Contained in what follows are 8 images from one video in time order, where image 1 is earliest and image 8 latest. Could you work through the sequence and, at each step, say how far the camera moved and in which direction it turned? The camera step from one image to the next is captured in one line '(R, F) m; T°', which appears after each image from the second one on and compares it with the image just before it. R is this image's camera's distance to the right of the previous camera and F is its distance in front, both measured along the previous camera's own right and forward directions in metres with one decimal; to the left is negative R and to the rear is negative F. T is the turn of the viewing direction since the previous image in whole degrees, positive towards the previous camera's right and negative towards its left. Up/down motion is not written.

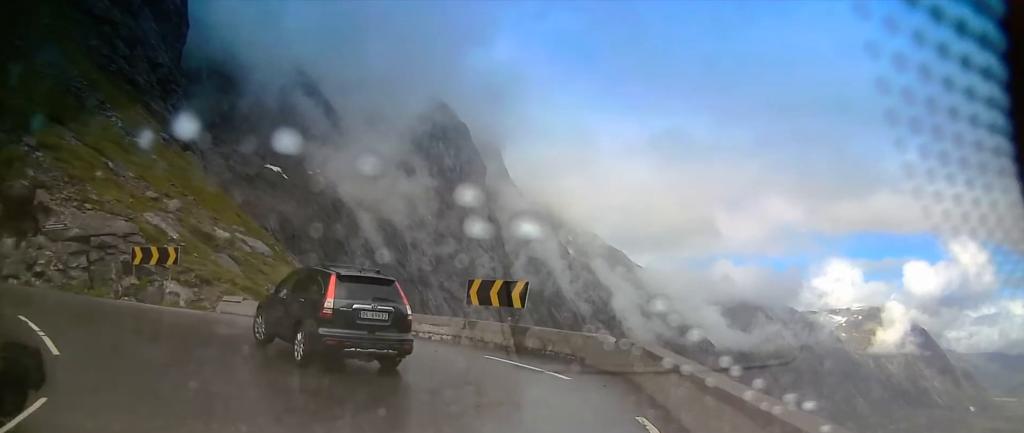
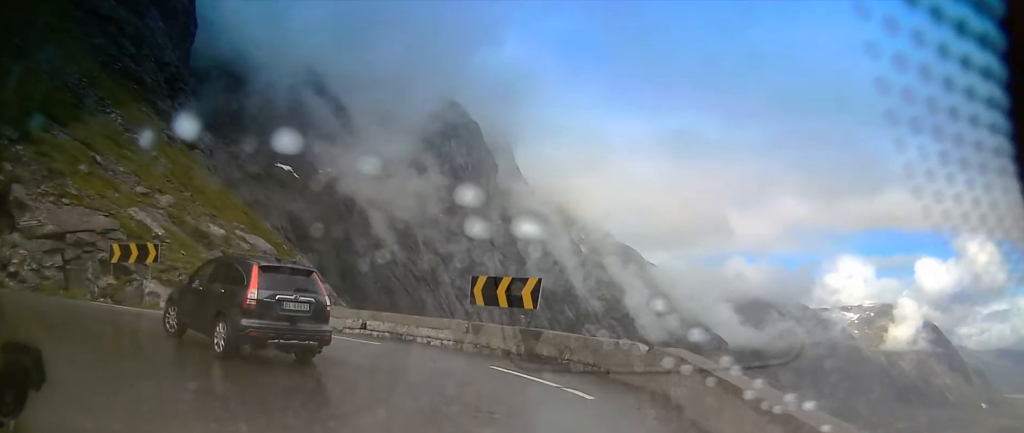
(+0.1, +2.0) m; -2°
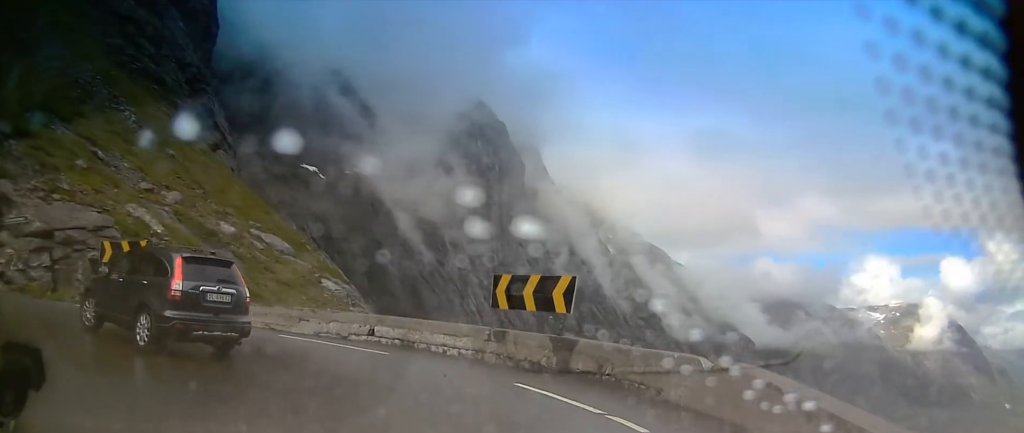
(+0.3, +1.8) m; -7°
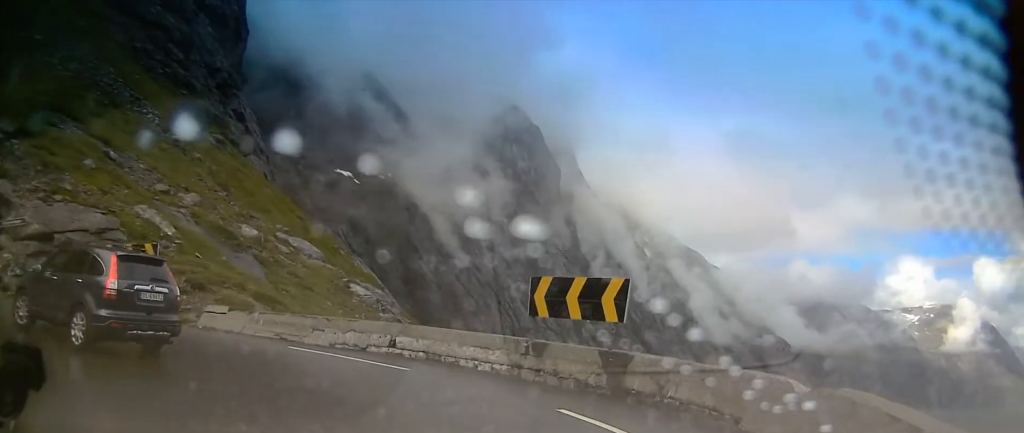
(+0.1, +1.5) m; -6°
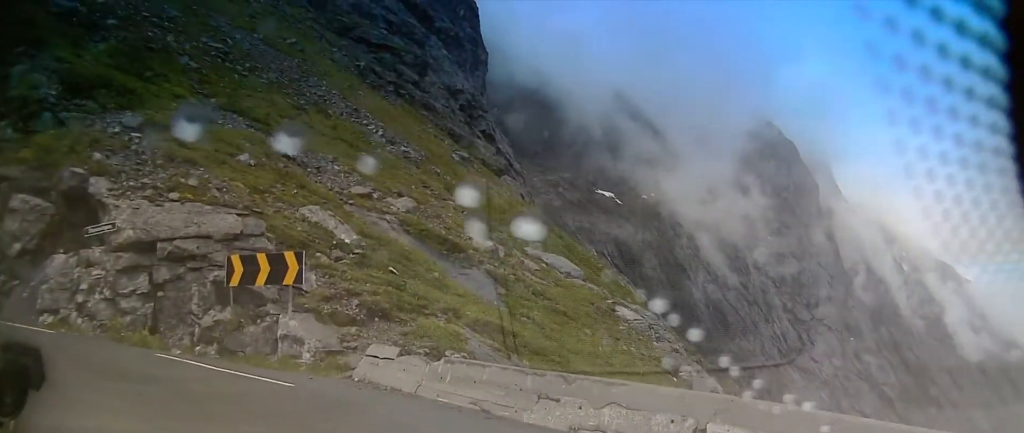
(-1.8, +5.9) m; -24°
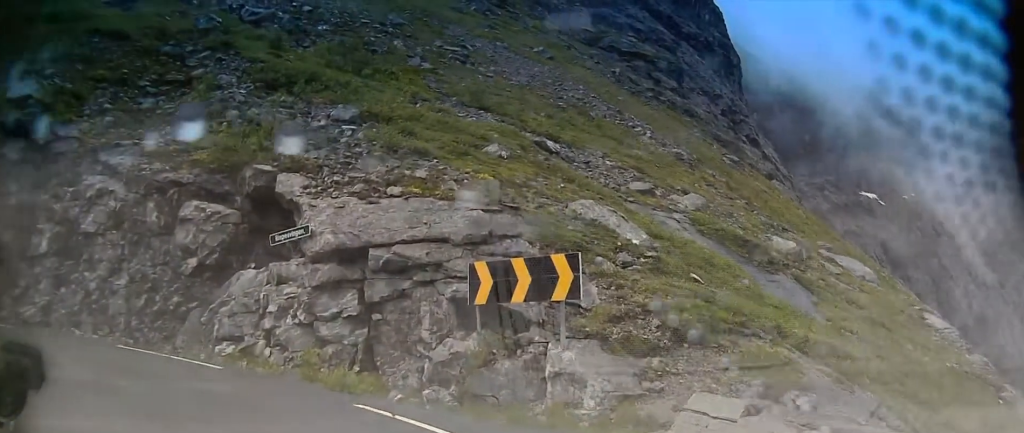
(-0.4, +3.4) m; -24°
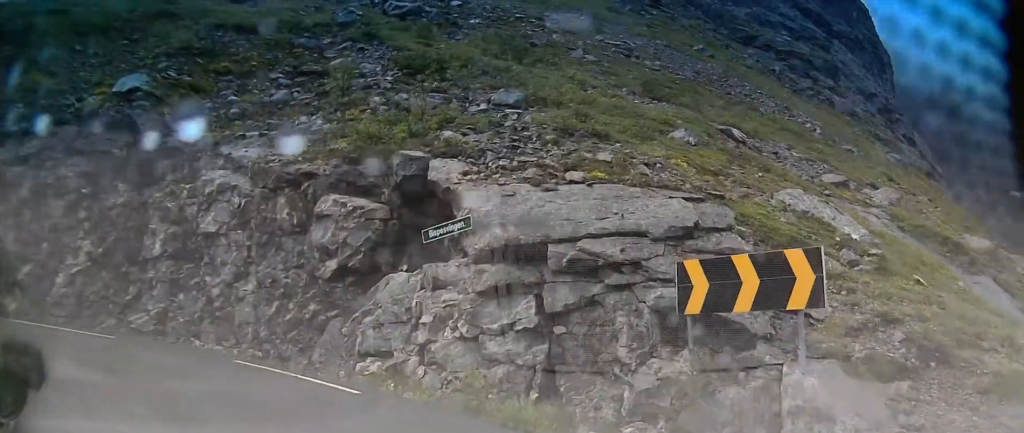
(0.0, +1.8) m; -17°
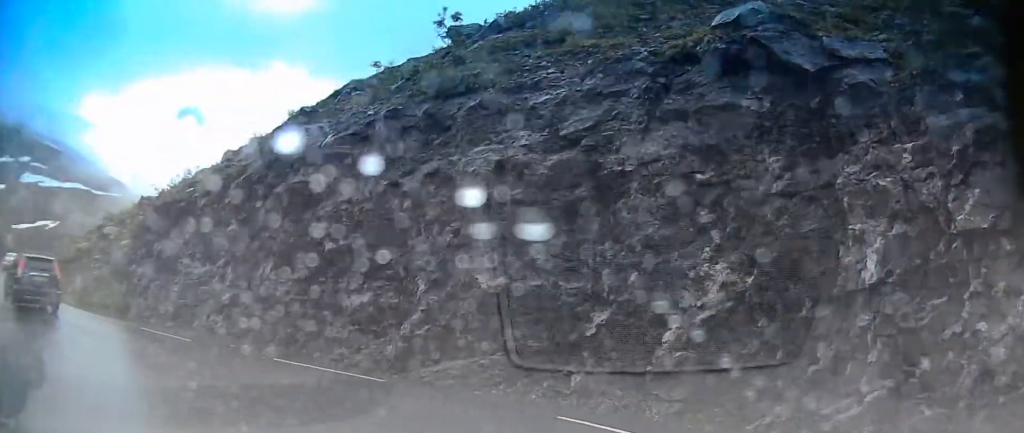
(-3.2, +7.4) m; -54°
